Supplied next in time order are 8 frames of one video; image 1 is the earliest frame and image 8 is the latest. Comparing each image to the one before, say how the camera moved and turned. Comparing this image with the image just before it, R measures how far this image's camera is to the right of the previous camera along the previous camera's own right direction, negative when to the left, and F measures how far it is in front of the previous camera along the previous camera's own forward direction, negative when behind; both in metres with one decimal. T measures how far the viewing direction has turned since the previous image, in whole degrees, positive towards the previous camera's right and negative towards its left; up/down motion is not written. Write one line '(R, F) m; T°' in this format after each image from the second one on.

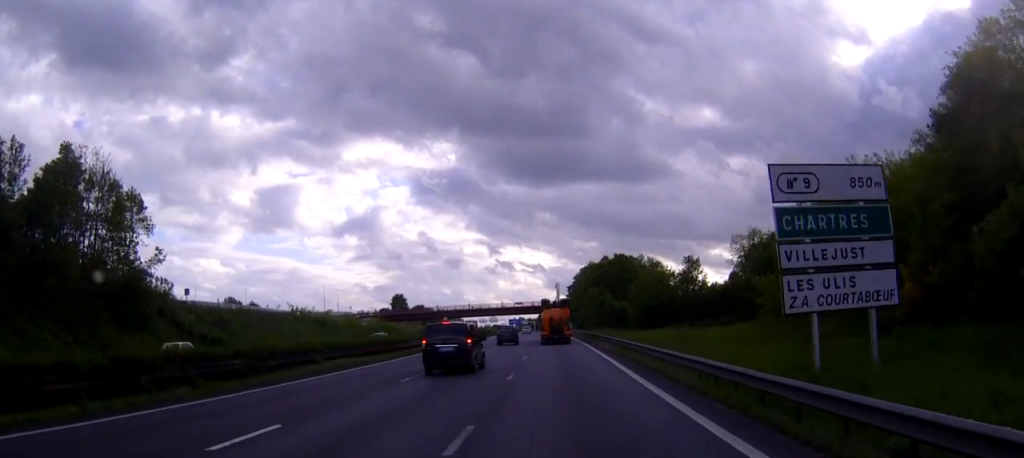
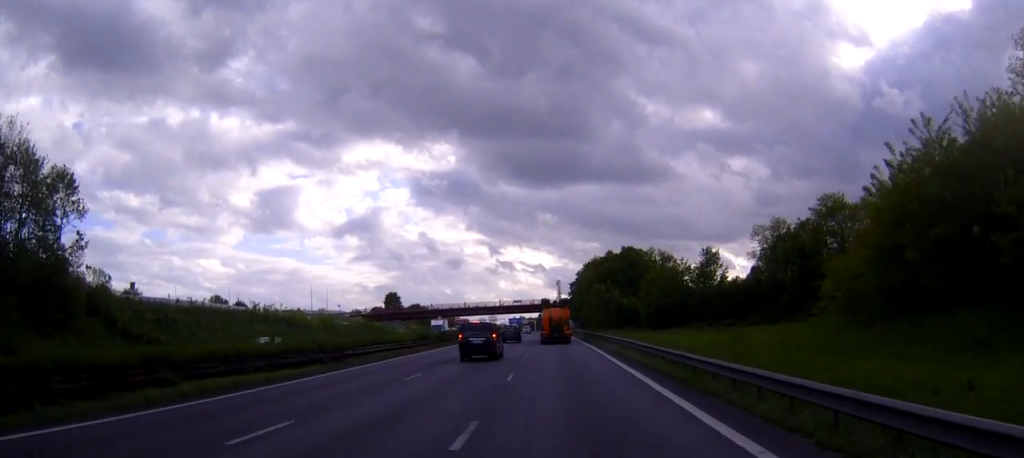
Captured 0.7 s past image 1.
(0.0, +13.5) m; 0°
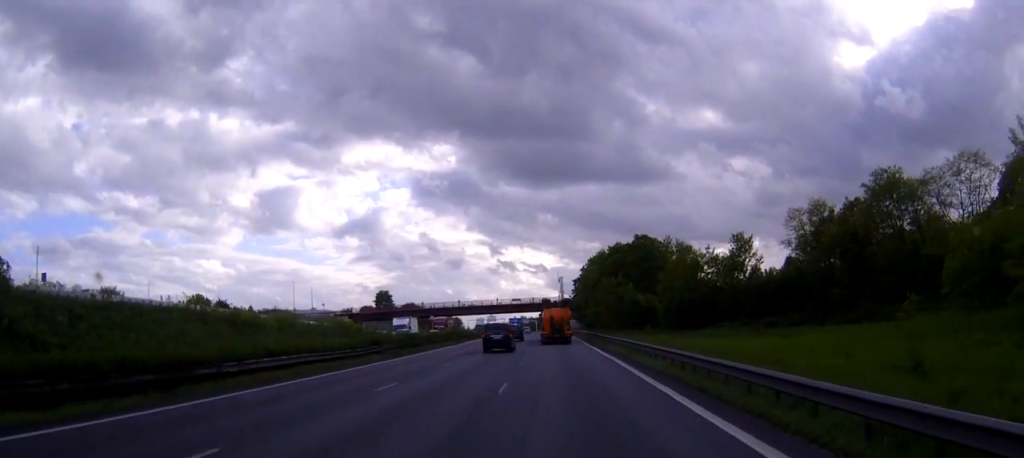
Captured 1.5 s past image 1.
(0.0, +16.8) m; 0°
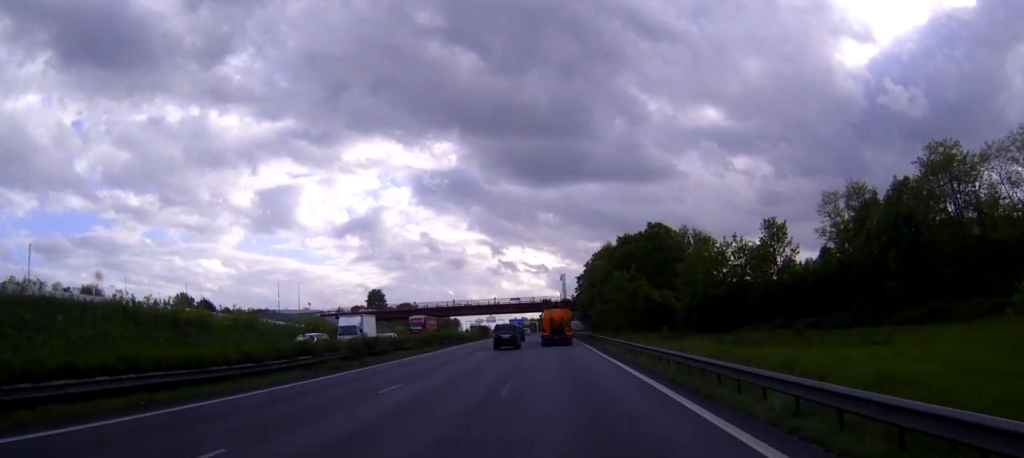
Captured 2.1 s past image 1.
(0.0, +12.8) m; 0°
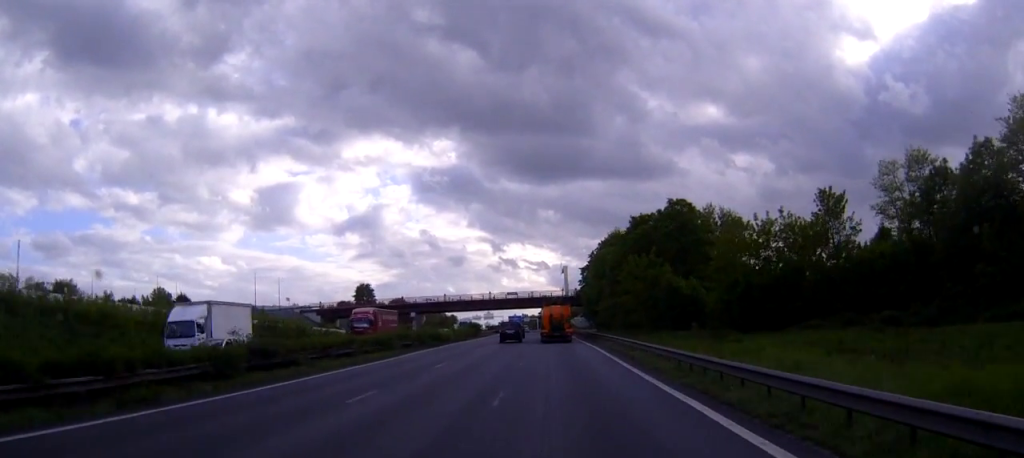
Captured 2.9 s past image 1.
(-0.1, +16.2) m; 0°
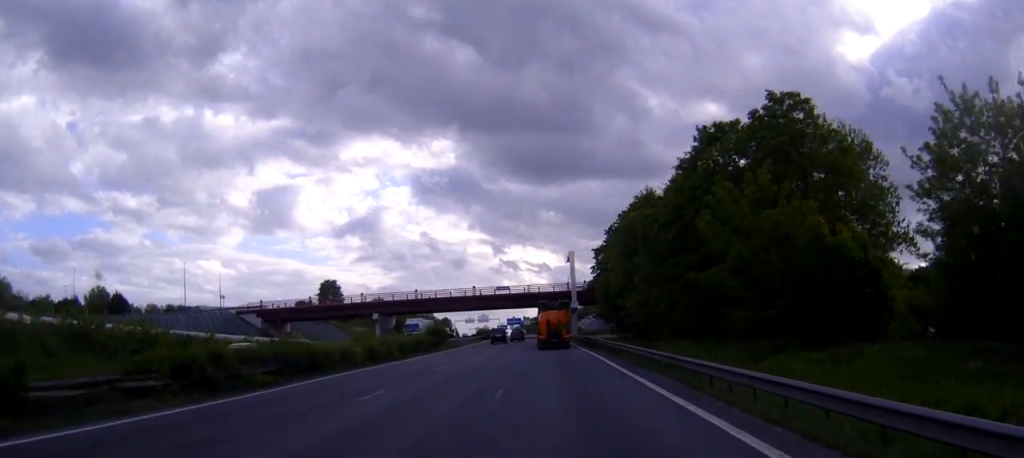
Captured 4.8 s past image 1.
(+0.1, +36.9) m; 0°
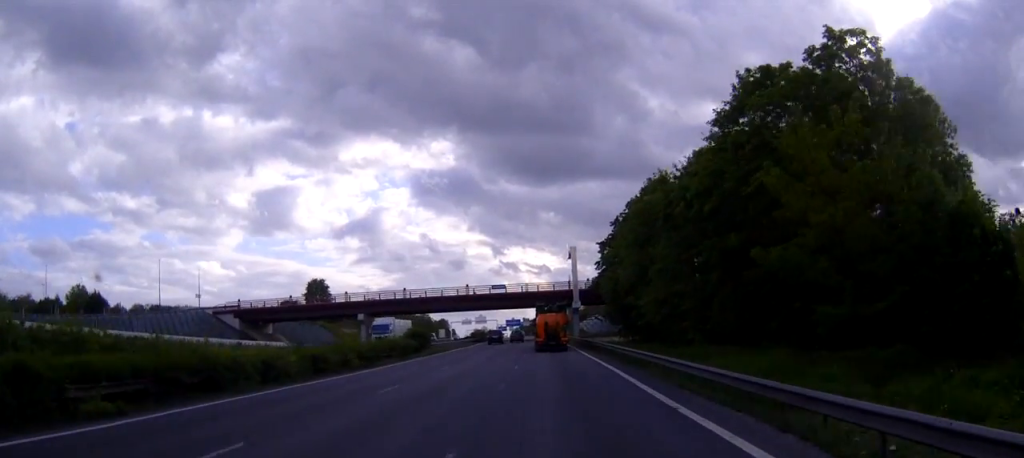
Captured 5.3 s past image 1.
(0.0, +10.1) m; 0°
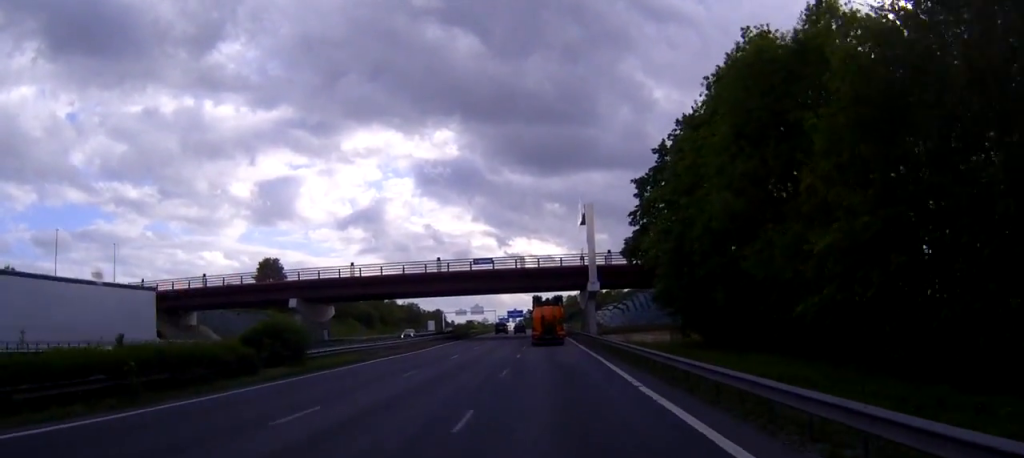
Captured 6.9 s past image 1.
(-0.2, +33.9) m; 0°
